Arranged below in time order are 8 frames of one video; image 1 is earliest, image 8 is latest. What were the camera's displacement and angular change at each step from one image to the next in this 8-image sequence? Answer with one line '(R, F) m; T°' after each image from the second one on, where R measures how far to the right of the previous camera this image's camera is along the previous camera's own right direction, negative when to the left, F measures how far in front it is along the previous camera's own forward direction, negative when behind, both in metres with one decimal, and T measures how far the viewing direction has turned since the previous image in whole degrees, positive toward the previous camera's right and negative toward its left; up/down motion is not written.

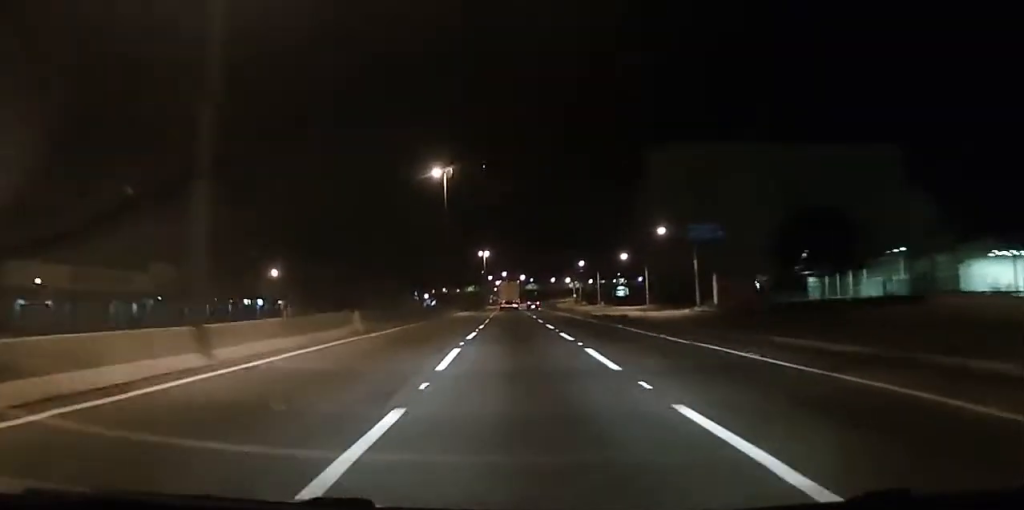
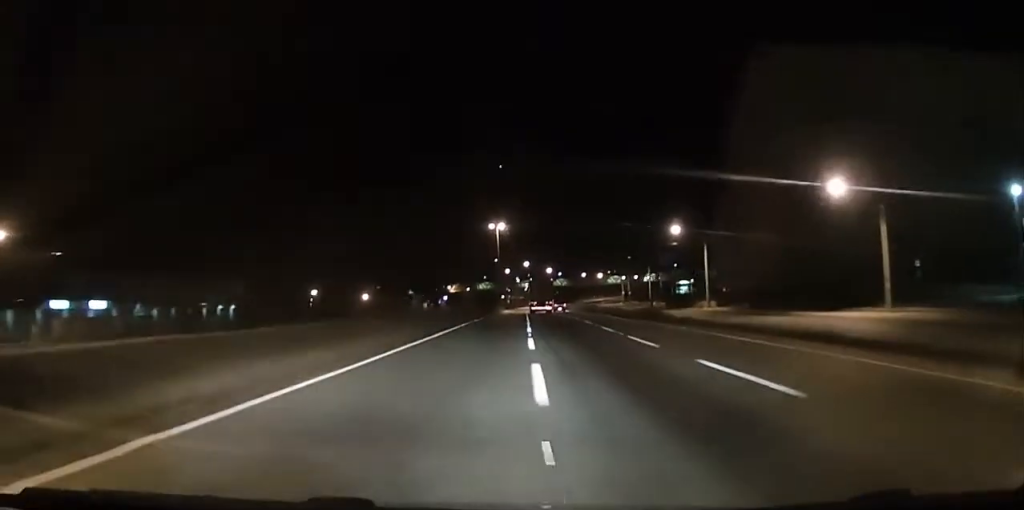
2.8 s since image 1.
(-0.1, +63.4) m; -1°
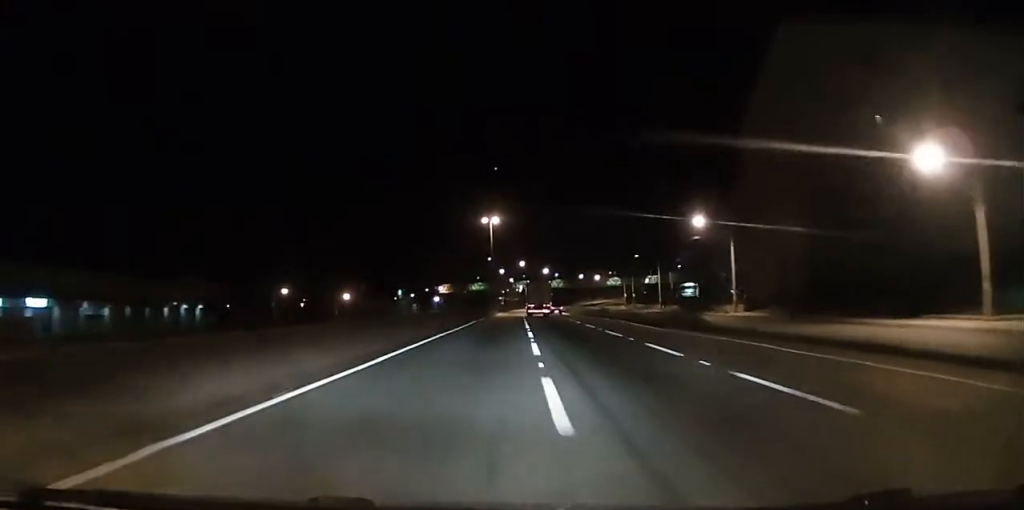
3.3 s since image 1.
(-0.1, +10.8) m; 0°
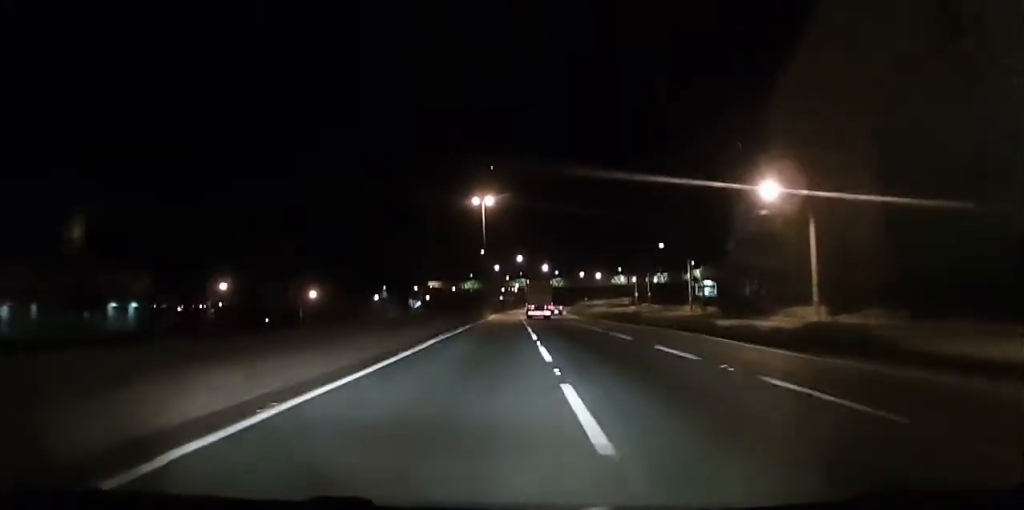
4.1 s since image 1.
(0.0, +18.6) m; 0°
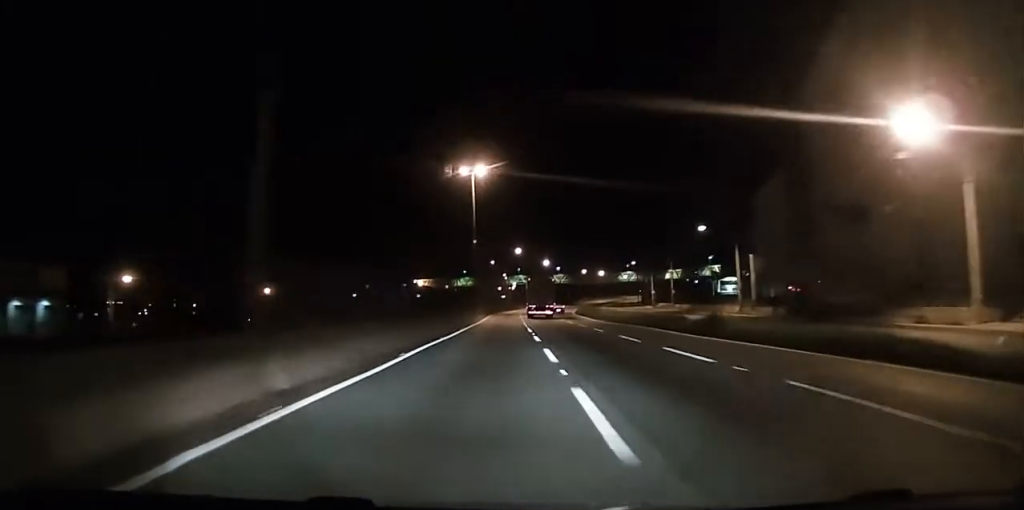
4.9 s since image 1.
(0.0, +18.6) m; 0°
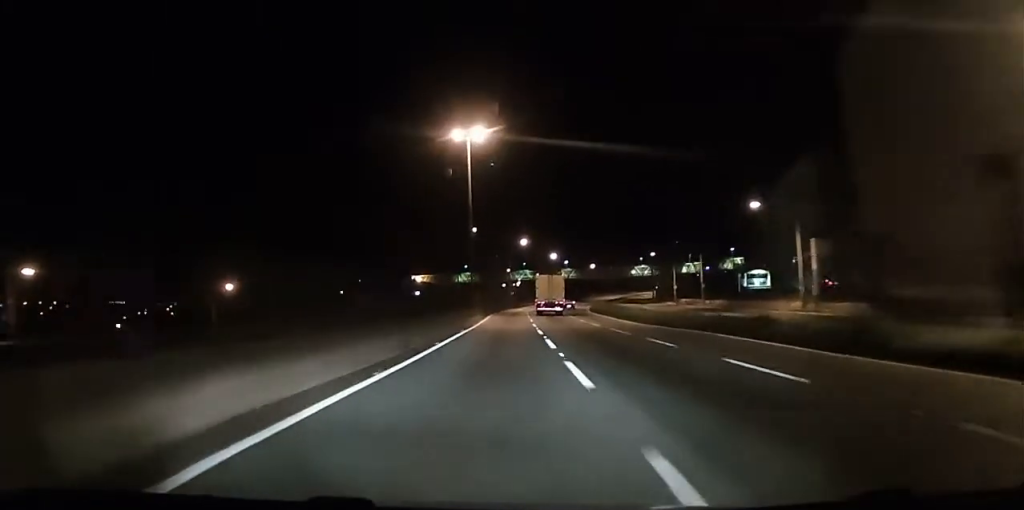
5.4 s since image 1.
(0.0, +13.1) m; 0°
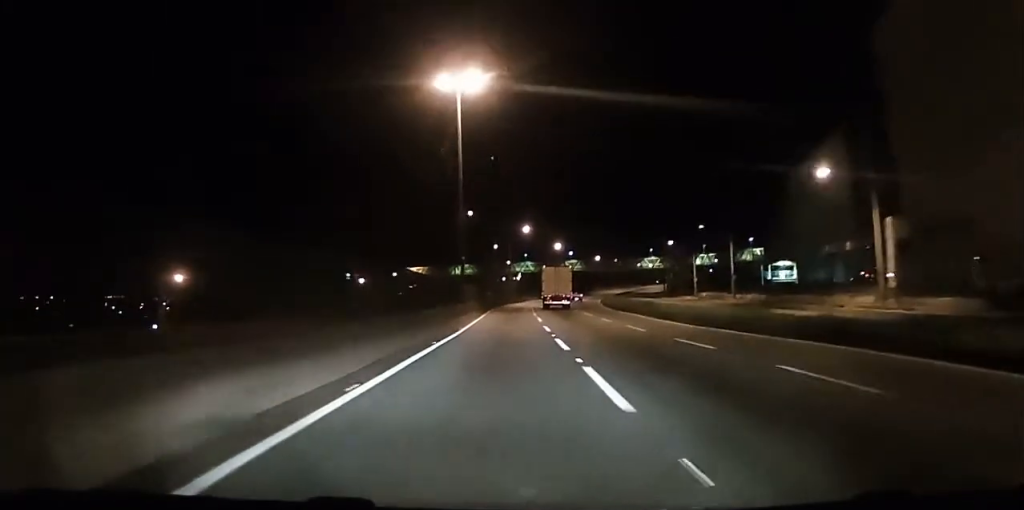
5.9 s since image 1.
(0.0, +11.6) m; 0°
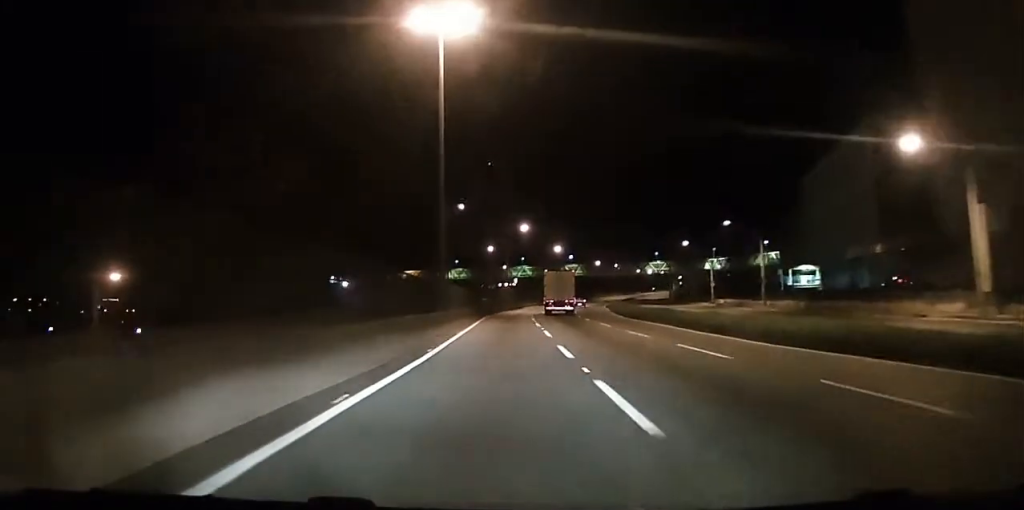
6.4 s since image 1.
(0.0, +10.1) m; 0°
